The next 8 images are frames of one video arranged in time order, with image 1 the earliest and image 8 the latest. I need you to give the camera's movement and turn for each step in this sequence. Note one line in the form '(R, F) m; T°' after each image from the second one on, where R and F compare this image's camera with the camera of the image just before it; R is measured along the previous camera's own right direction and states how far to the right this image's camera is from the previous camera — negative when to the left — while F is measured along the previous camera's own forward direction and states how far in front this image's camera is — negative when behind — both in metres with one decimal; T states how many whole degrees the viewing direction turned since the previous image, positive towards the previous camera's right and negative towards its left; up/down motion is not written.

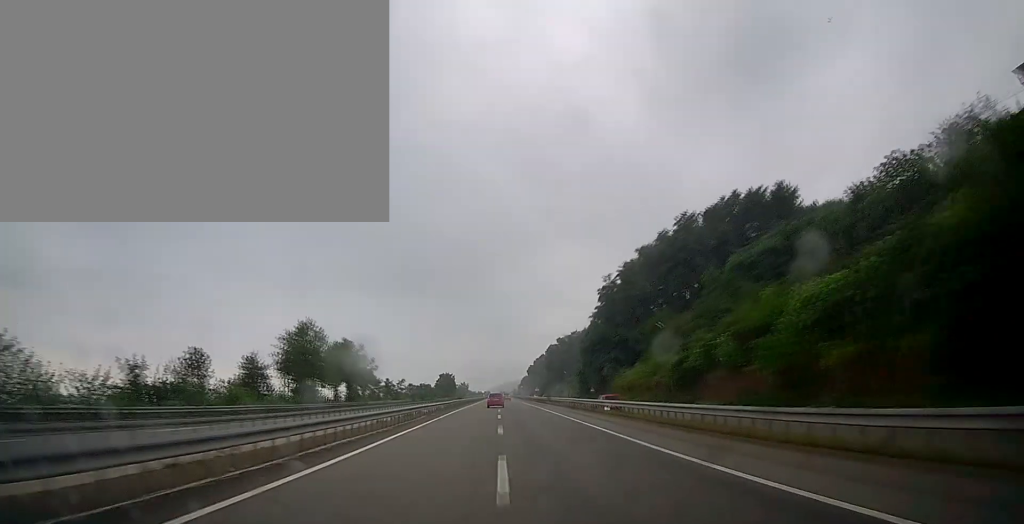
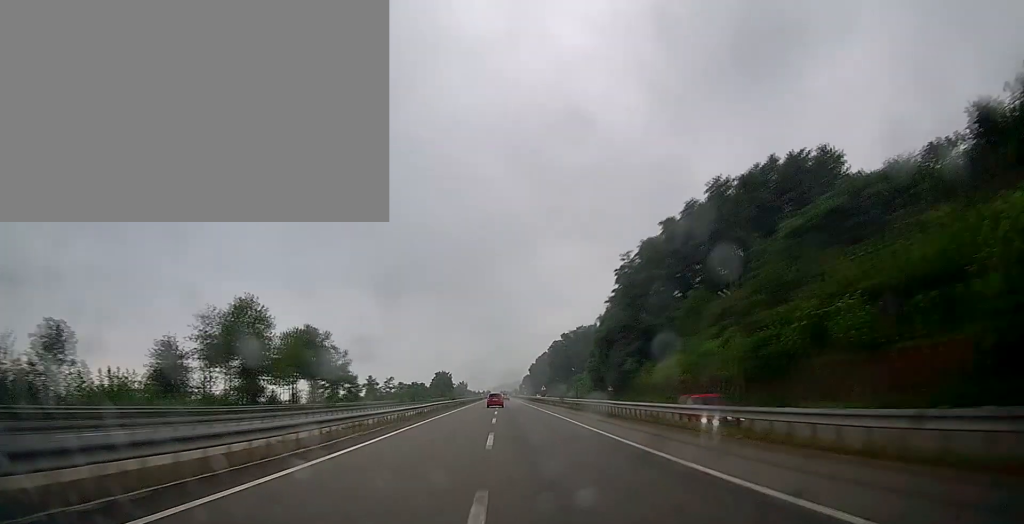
(+0.2, +16.7) m; +1°
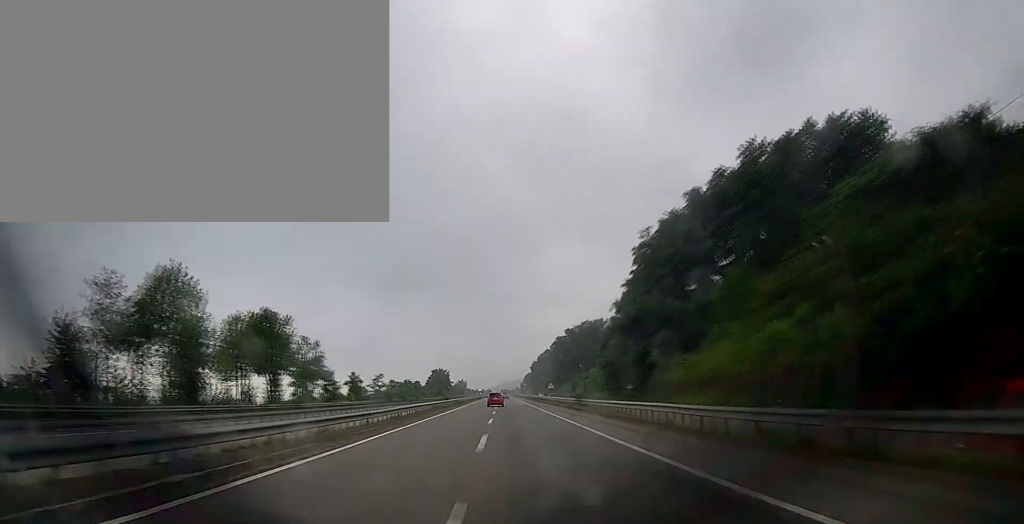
(0.0, +12.7) m; 0°
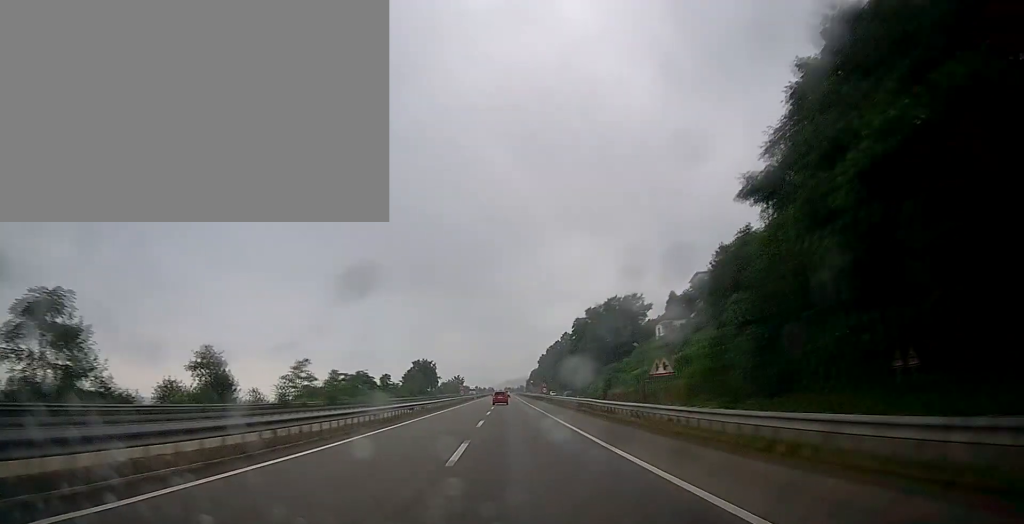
(0.0, +50.0) m; -1°
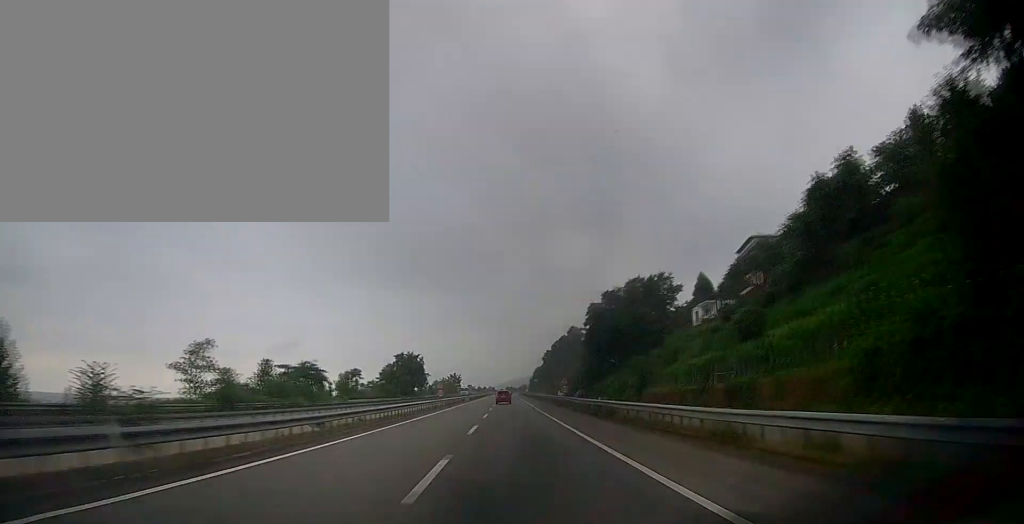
(-0.4, +27.5) m; -1°
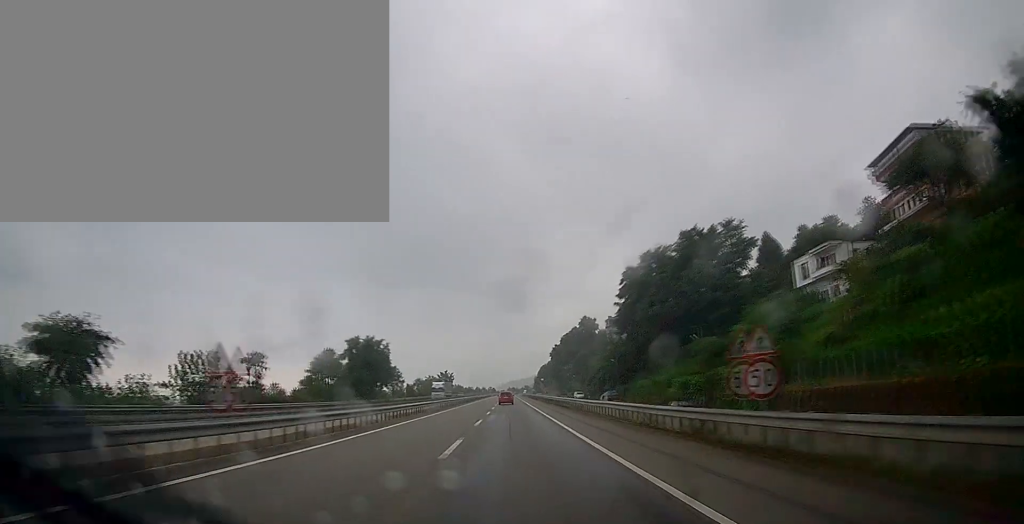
(+0.3, +42.4) m; +1°
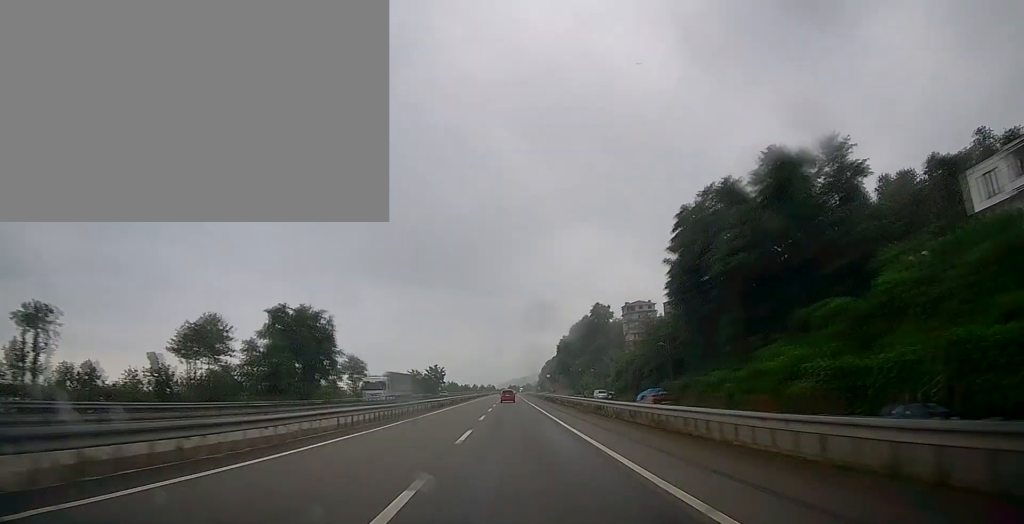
(0.0, +32.6) m; 0°
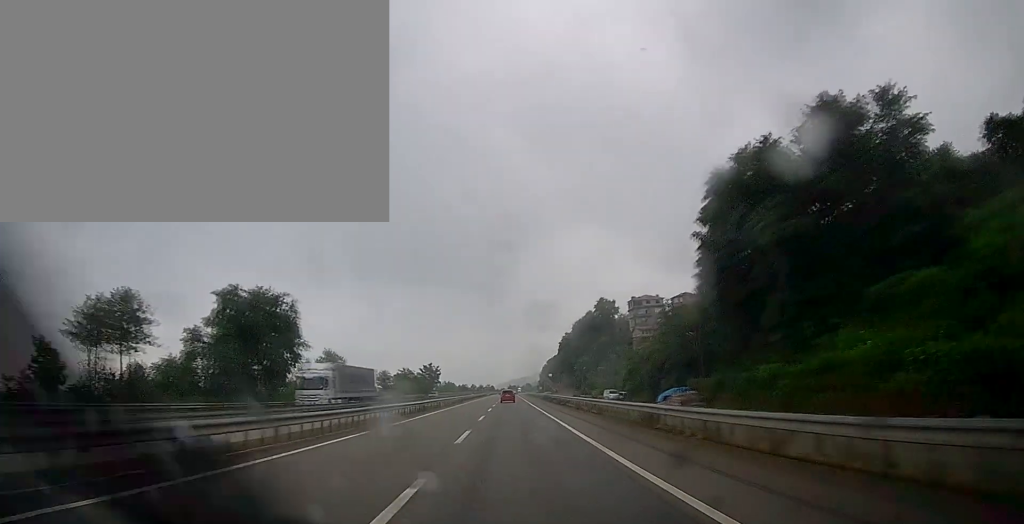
(-0.1, +11.9) m; 0°
